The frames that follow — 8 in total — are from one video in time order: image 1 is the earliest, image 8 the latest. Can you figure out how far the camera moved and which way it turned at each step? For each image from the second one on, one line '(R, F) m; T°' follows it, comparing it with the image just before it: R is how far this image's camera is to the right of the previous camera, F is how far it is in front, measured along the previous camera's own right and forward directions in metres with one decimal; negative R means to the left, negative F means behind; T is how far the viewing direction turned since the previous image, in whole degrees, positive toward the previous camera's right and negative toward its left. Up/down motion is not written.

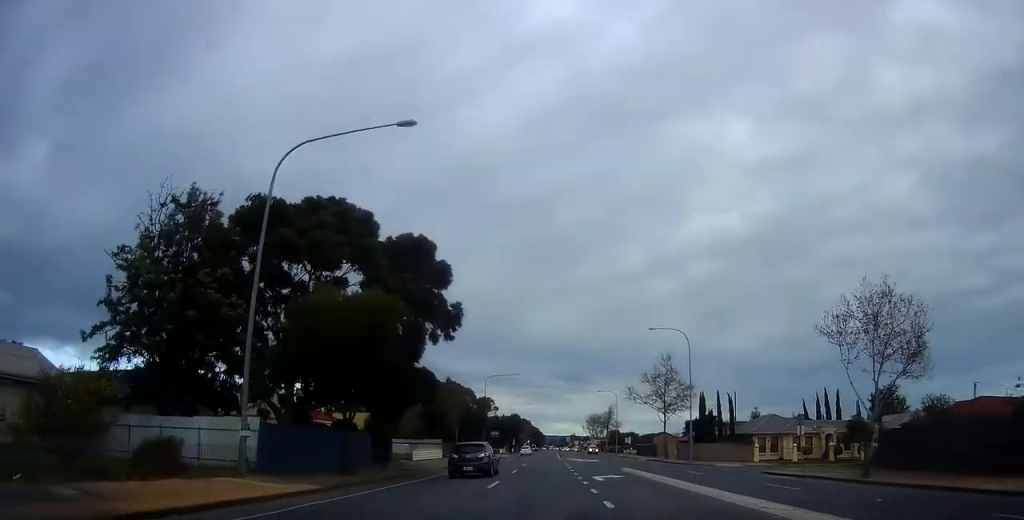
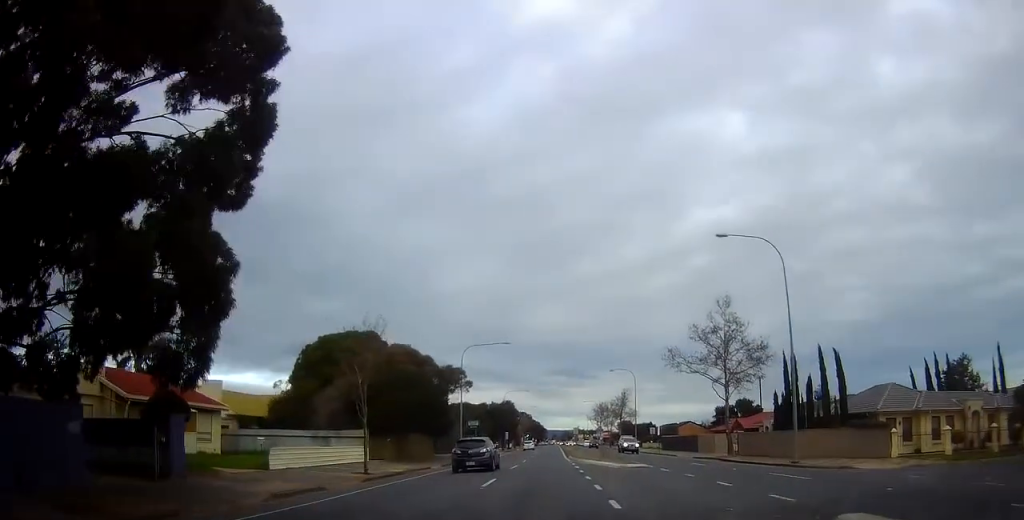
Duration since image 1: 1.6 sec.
(-1.1, +23.9) m; -1°
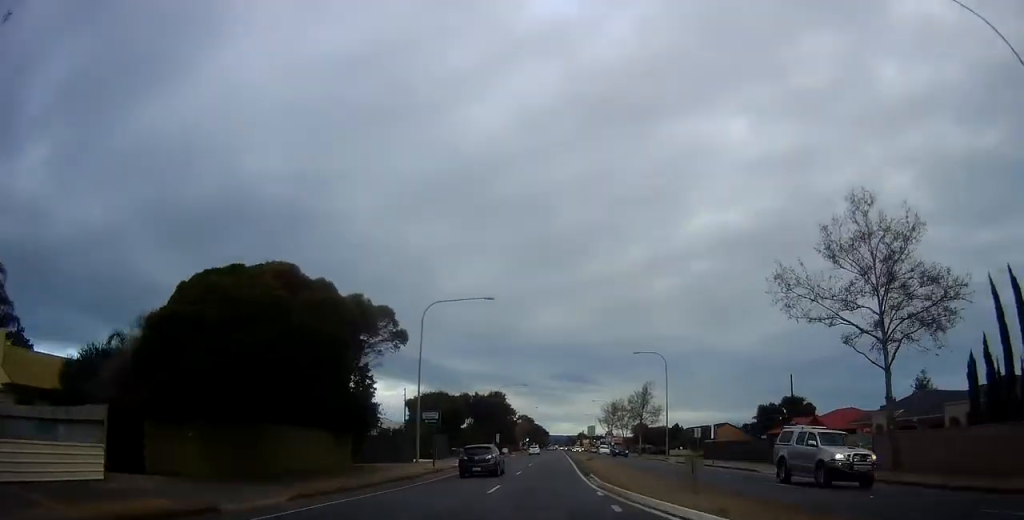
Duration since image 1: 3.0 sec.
(+0.6, +22.2) m; 0°
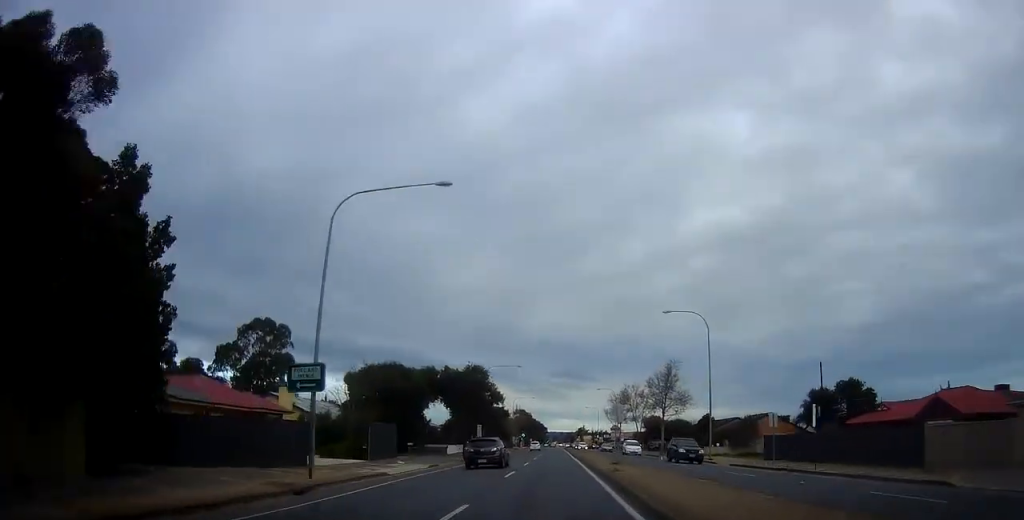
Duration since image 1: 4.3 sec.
(-0.2, +19.3) m; +1°
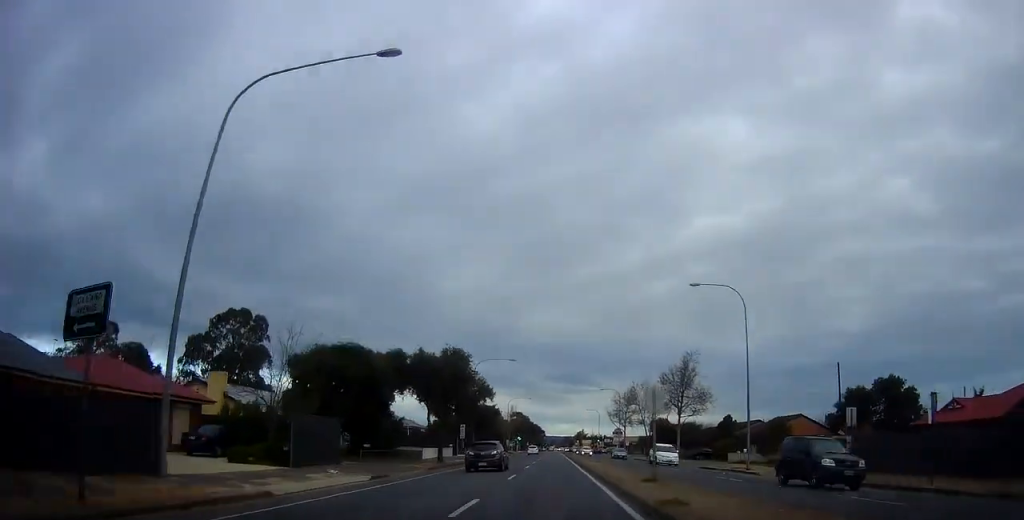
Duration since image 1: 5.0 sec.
(+0.3, +10.2) m; +1°
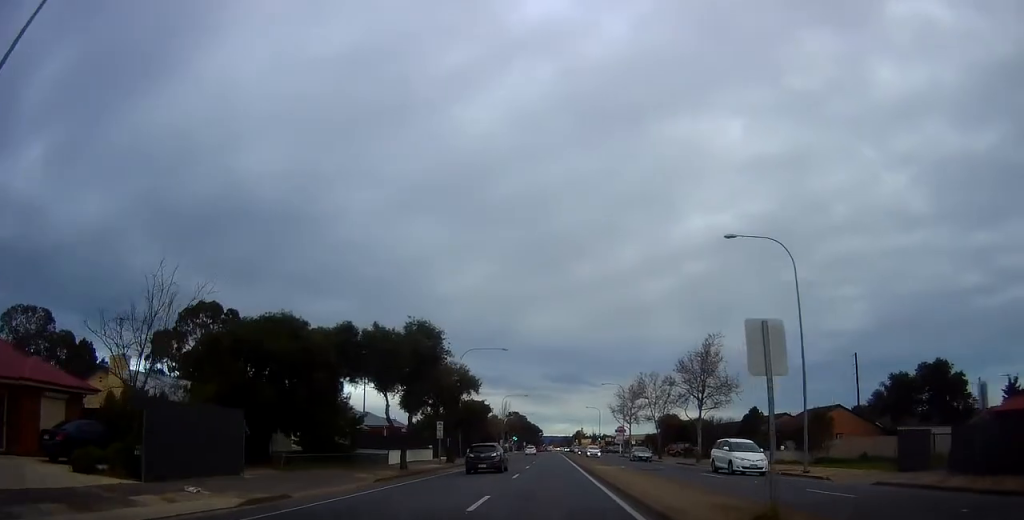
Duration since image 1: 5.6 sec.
(-0.3, +9.6) m; 0°
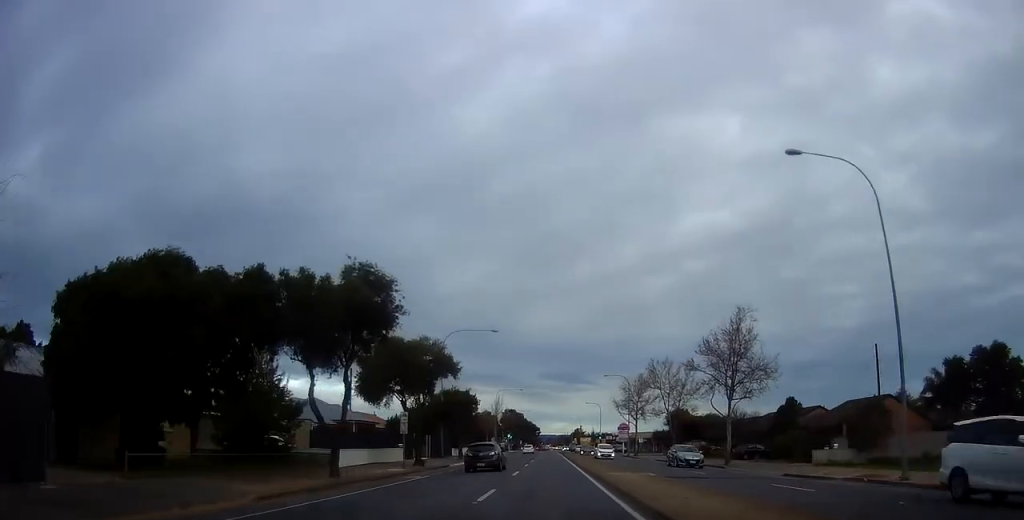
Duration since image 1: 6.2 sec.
(+0.1, +9.6) m; -1°
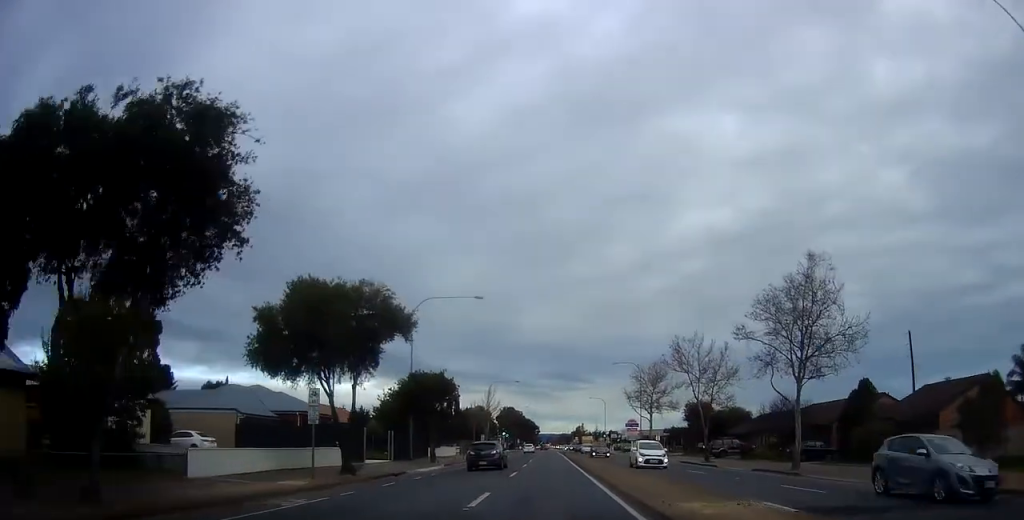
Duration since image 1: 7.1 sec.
(0.0, +12.5) m; -1°
